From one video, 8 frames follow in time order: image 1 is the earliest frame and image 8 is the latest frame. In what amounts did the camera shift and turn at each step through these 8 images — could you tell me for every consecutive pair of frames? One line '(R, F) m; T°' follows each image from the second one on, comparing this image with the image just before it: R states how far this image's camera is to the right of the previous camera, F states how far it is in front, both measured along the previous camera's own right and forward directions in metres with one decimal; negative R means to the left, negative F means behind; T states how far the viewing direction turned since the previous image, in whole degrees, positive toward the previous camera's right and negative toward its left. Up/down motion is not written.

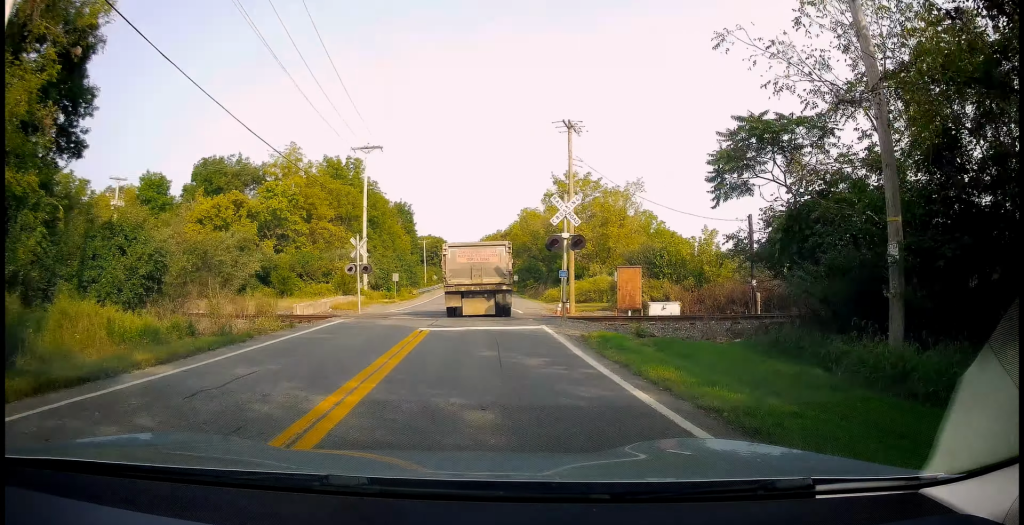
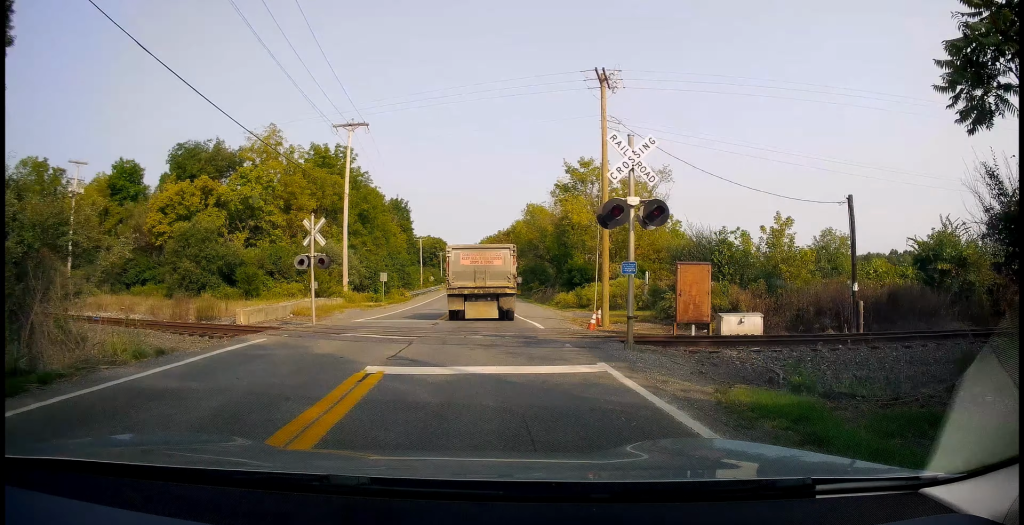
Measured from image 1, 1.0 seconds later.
(-0.2, +8.3) m; -1°
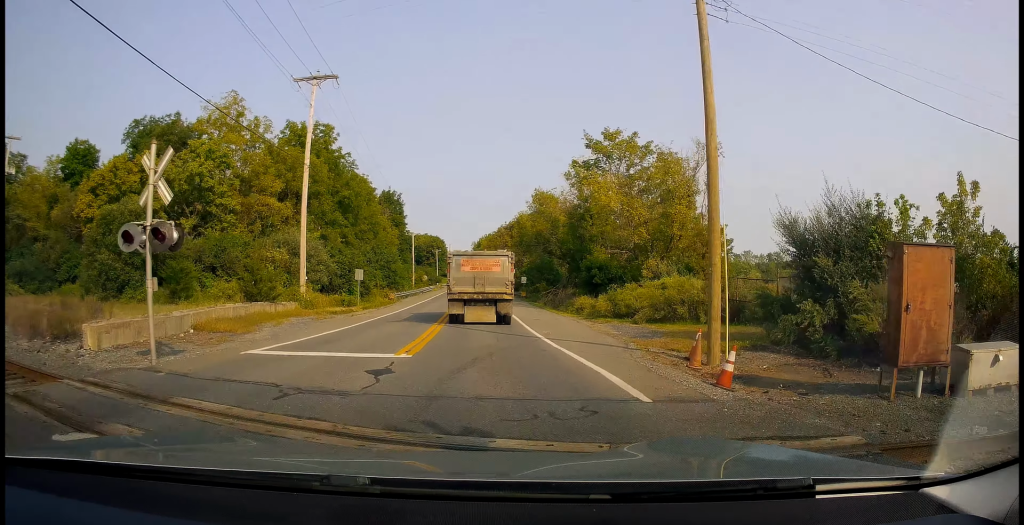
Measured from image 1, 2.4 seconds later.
(-0.1, +11.3) m; -2°
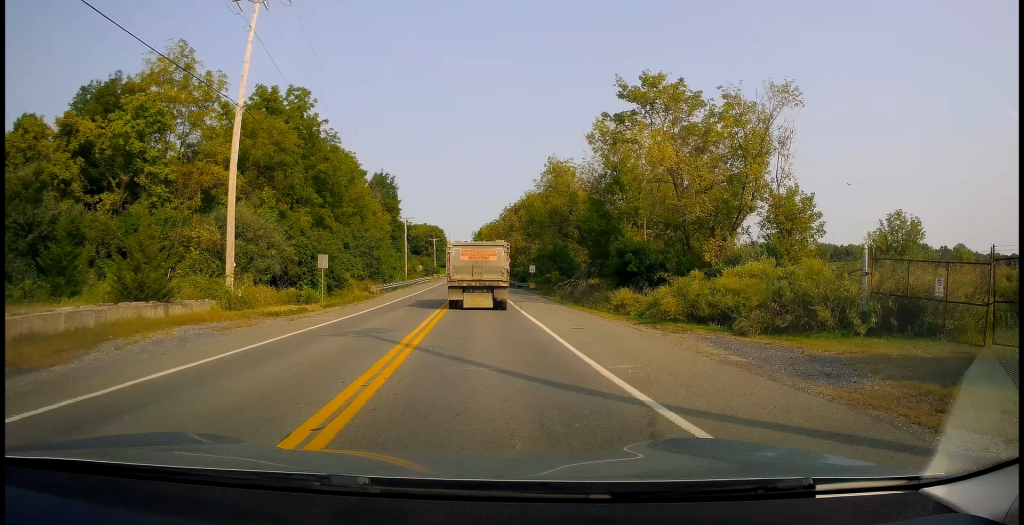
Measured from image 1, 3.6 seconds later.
(-0.3, +10.6) m; +1°
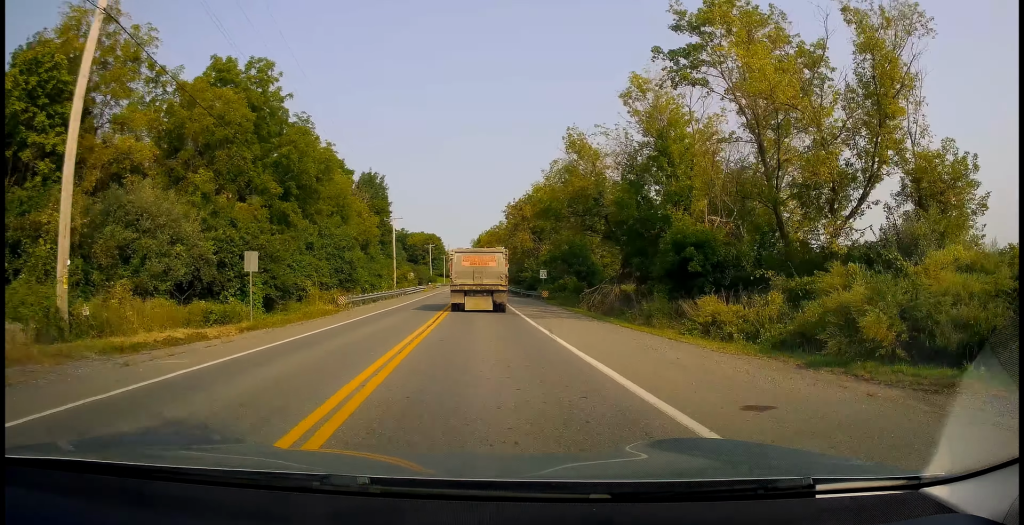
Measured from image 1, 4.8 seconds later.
(+0.7, +10.9) m; +3°
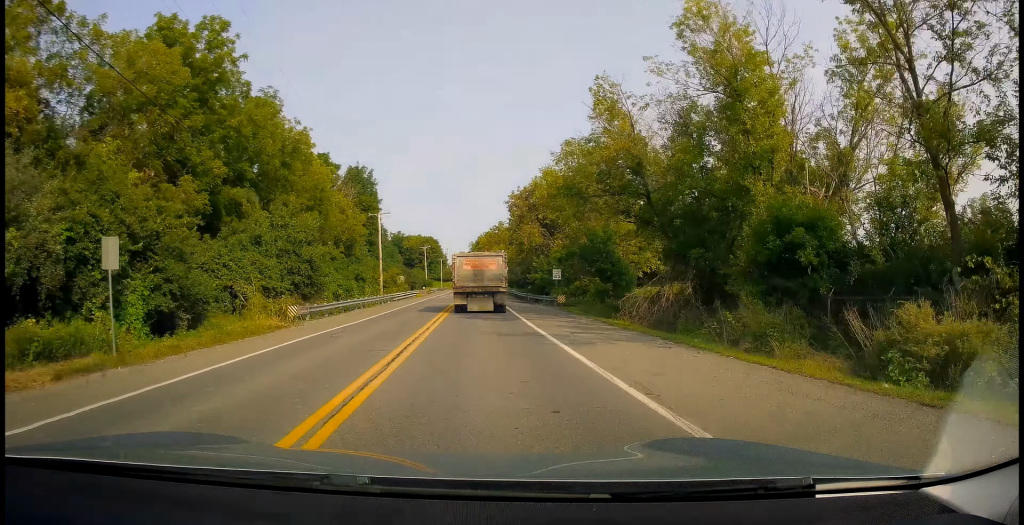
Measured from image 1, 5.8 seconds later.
(-0.1, +9.6) m; -2°
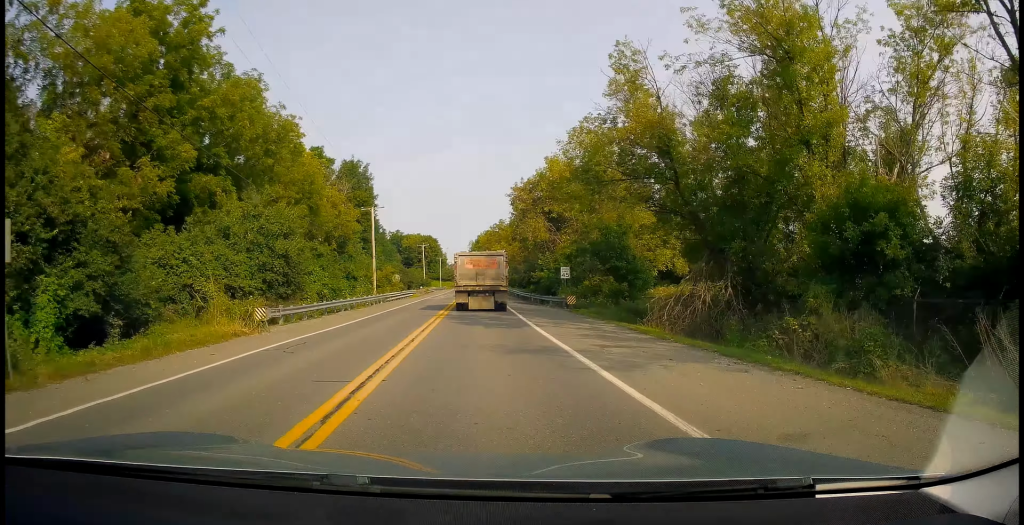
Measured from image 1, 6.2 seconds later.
(-0.1, +4.2) m; -1°
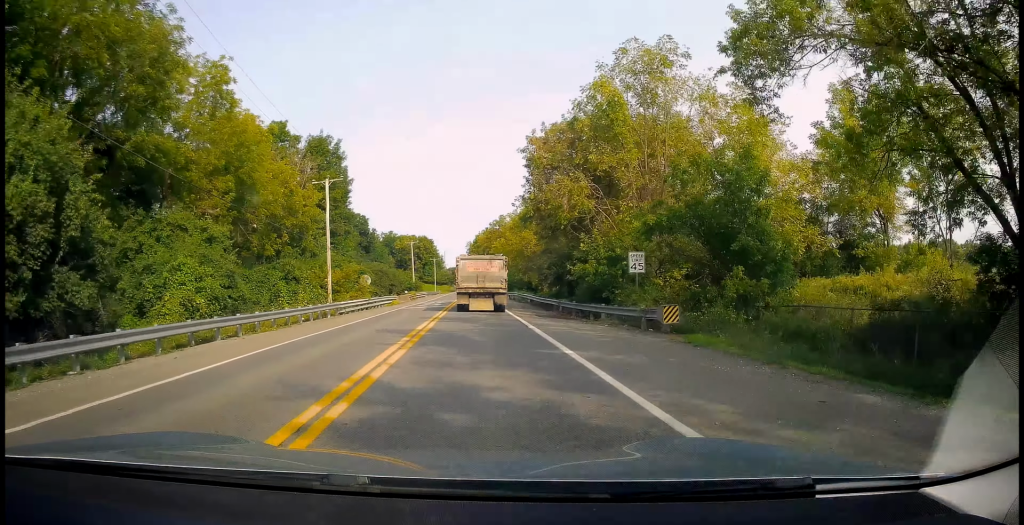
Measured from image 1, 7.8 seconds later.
(-0.3, +17.3) m; 0°
